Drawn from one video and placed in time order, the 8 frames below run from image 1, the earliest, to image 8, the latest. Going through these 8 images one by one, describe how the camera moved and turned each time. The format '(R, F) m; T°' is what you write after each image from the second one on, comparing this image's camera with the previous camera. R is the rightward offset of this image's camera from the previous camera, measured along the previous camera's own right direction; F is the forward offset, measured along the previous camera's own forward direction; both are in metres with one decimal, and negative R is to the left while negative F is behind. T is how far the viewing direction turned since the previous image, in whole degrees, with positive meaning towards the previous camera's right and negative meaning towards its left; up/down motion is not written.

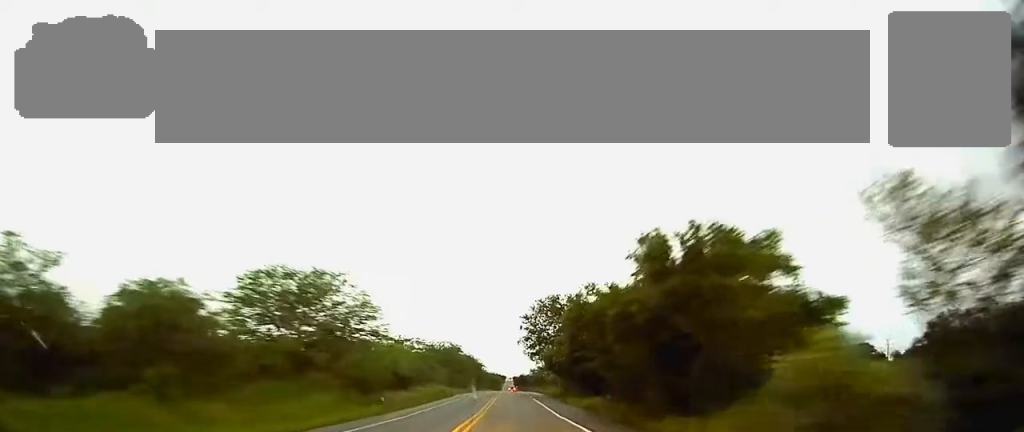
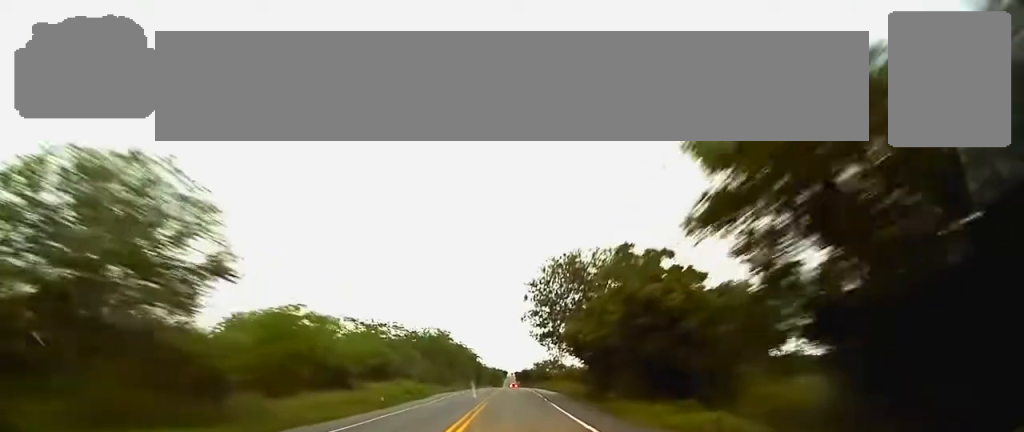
(+0.1, +25.7) m; 0°
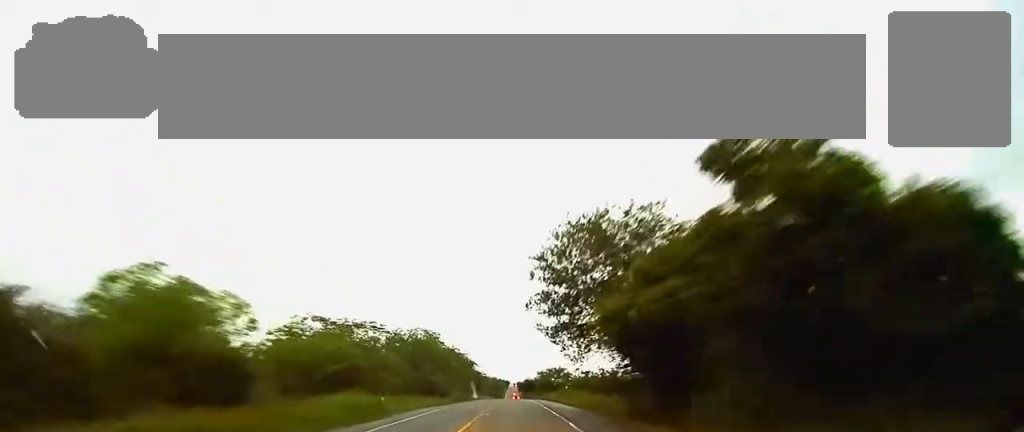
(0.0, +16.8) m; 0°
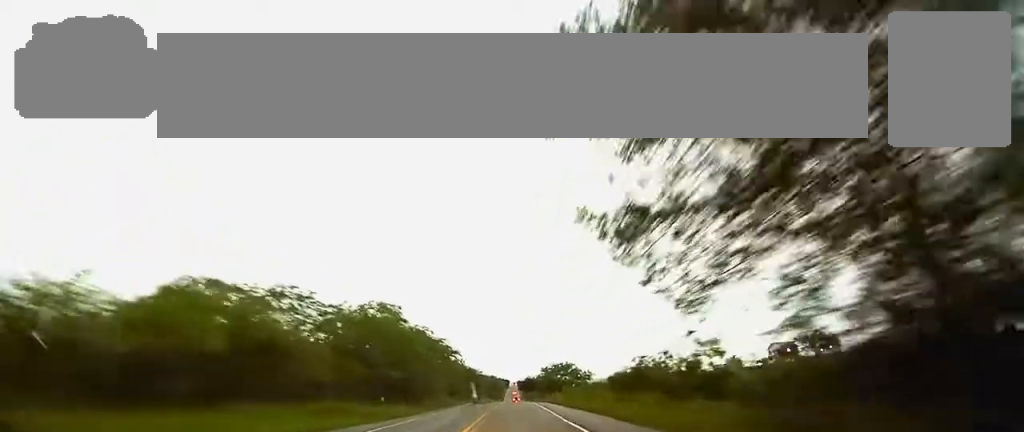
(-0.2, +29.7) m; 0°
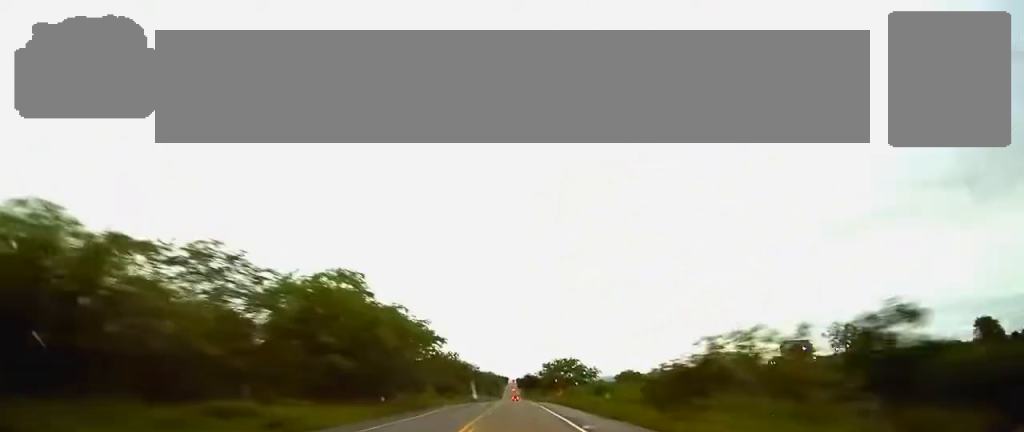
(+0.1, +14.9) m; 0°
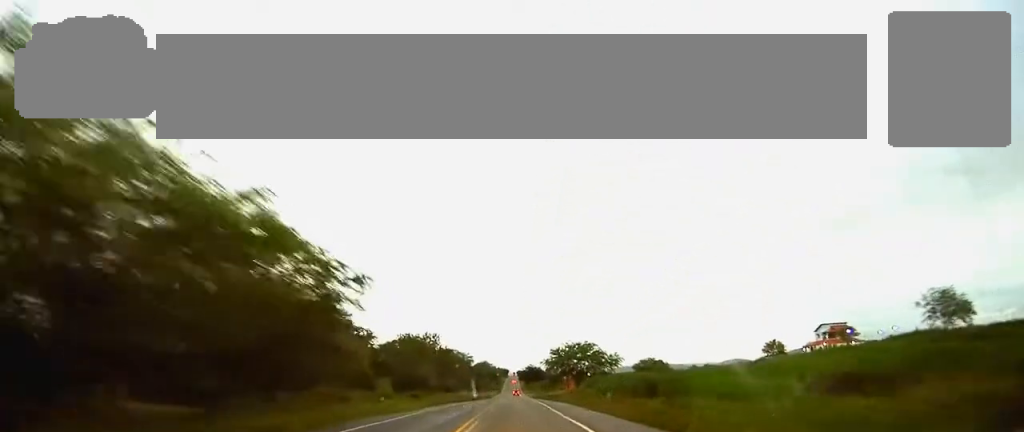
(+0.1, +34.8) m; 0°
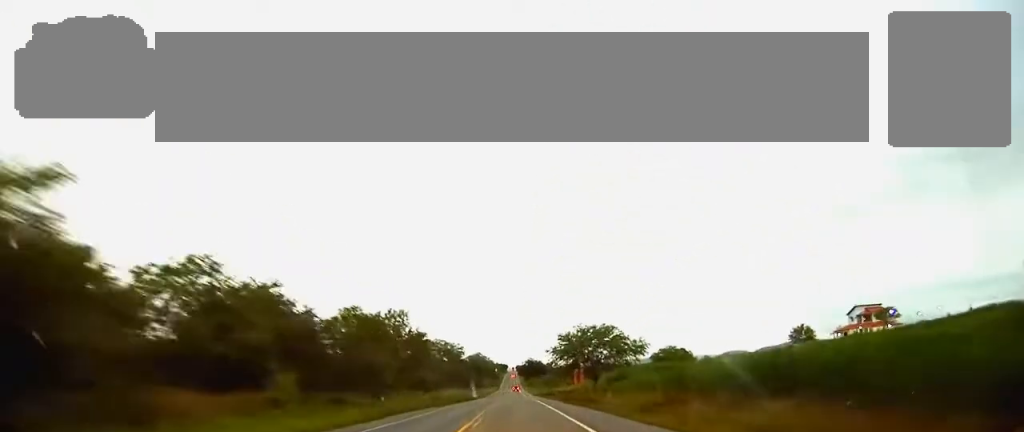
(-0.1, +28.1) m; 0°
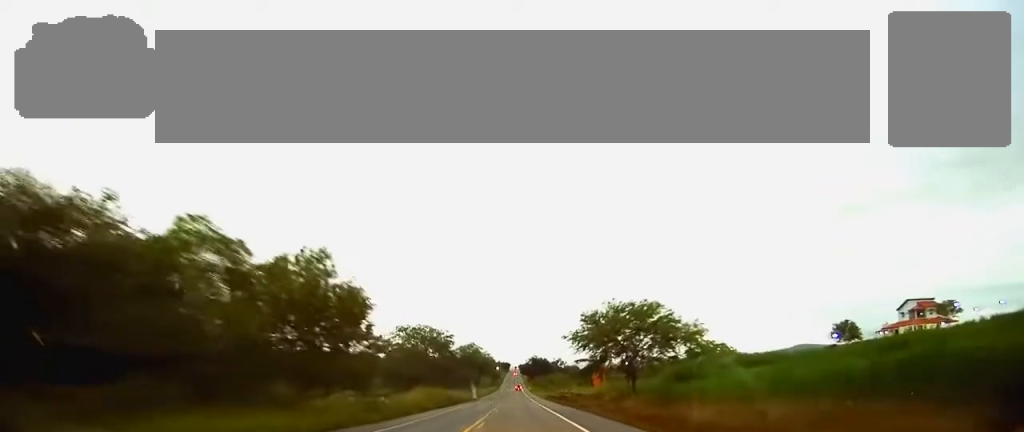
(0.0, +31.3) m; 0°
